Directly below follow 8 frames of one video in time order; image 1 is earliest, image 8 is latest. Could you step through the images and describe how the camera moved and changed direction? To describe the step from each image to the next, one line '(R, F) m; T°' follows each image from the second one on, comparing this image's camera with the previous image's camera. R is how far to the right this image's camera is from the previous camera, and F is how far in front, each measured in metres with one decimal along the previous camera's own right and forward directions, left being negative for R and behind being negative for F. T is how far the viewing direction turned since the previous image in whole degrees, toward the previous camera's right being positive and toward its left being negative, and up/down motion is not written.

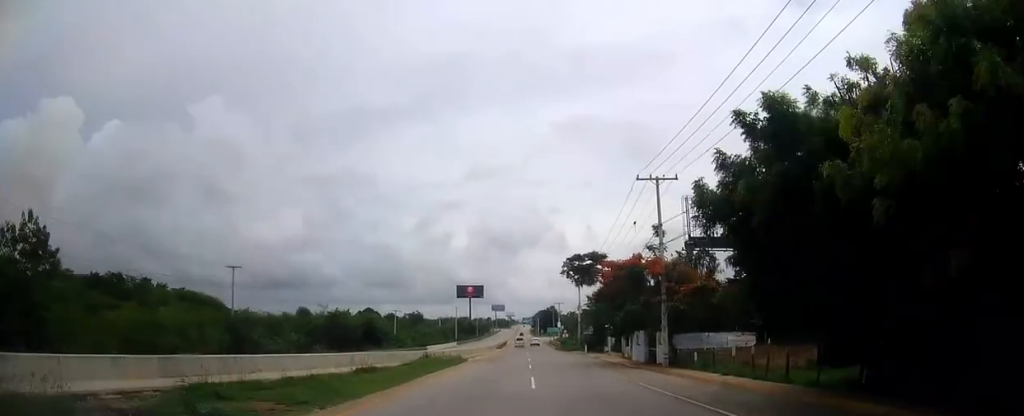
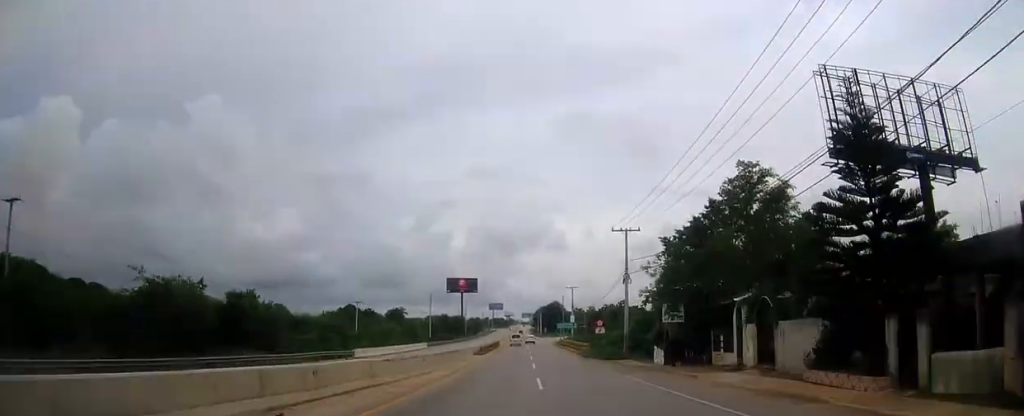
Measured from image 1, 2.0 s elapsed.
(-0.1, +42.1) m; 0°
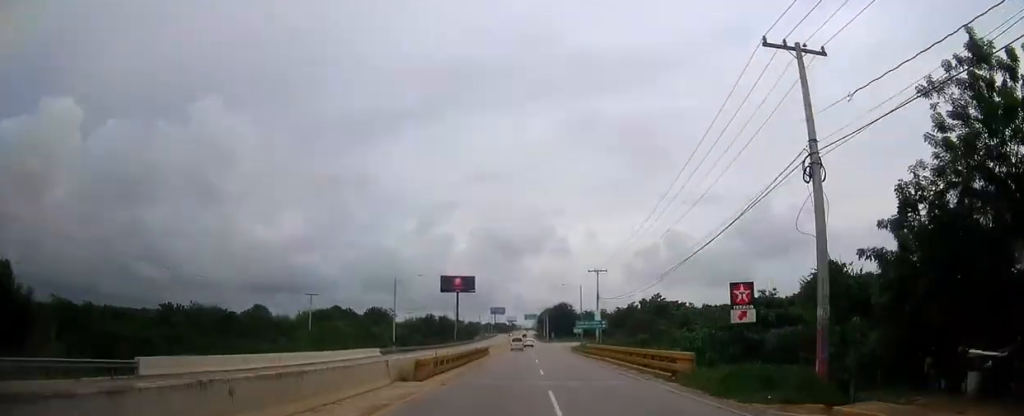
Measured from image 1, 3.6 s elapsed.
(0.0, +33.4) m; 0°
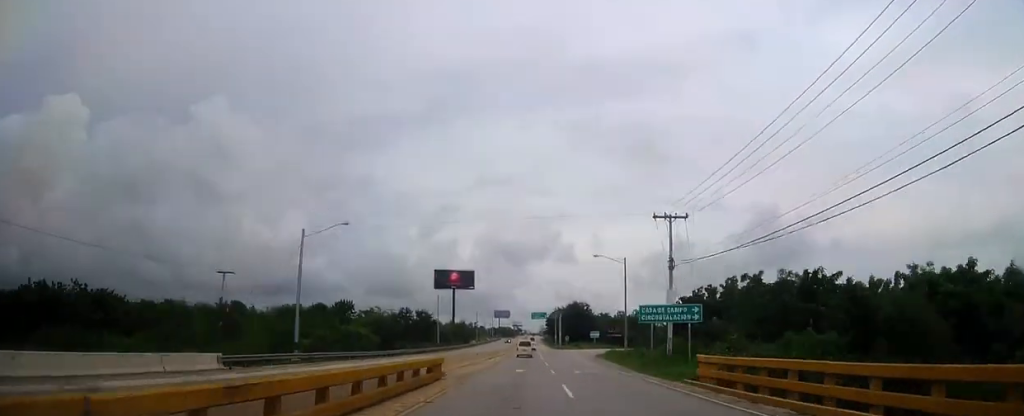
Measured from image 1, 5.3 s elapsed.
(-0.1, +35.3) m; 0°
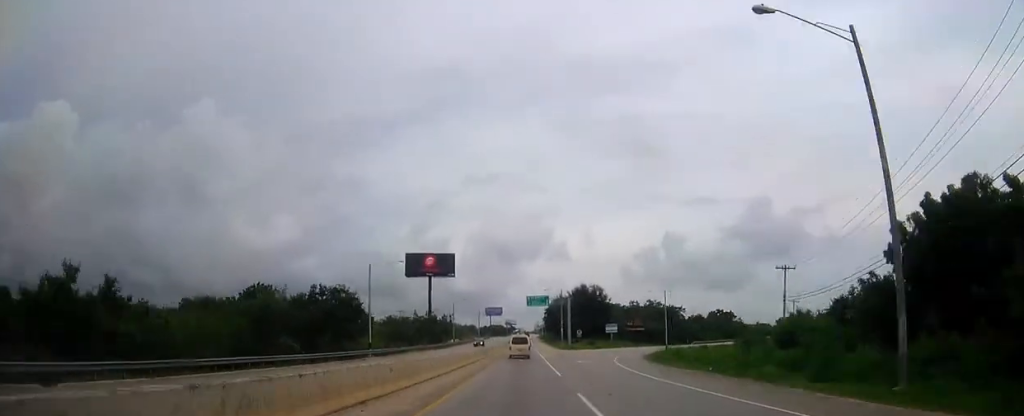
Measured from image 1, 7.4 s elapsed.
(0.0, +41.9) m; 0°
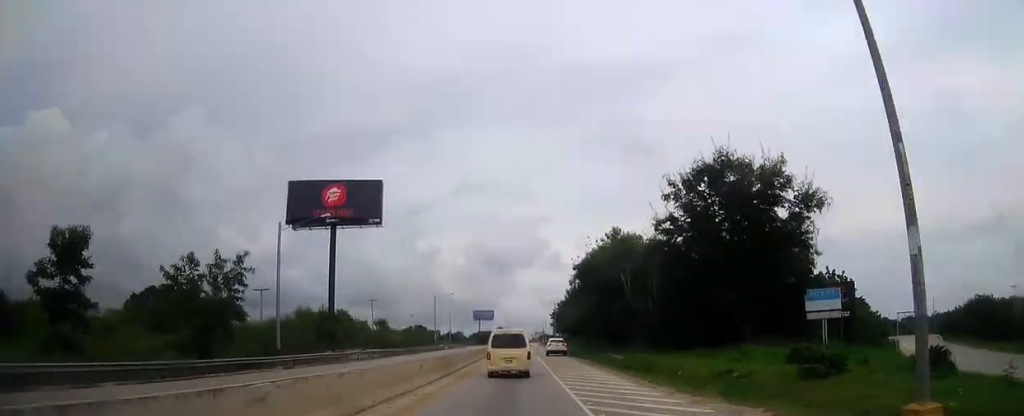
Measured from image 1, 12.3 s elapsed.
(+0.2, +89.9) m; 0°
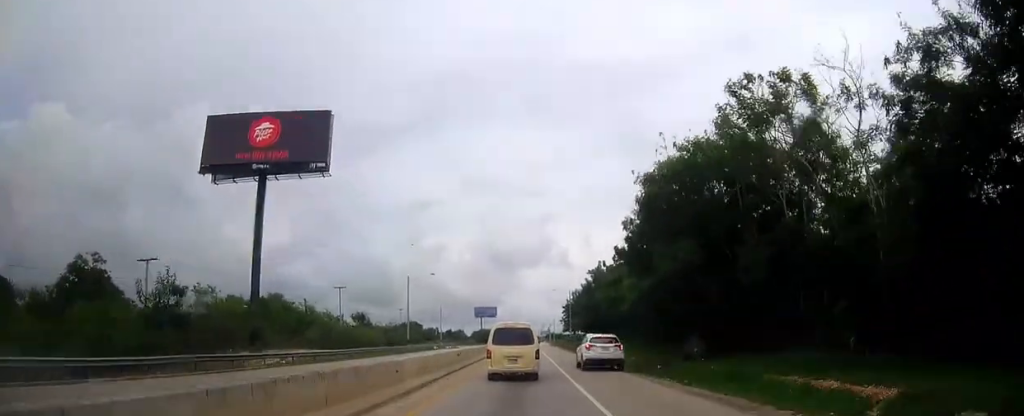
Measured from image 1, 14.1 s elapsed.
(0.0, +29.4) m; 0°
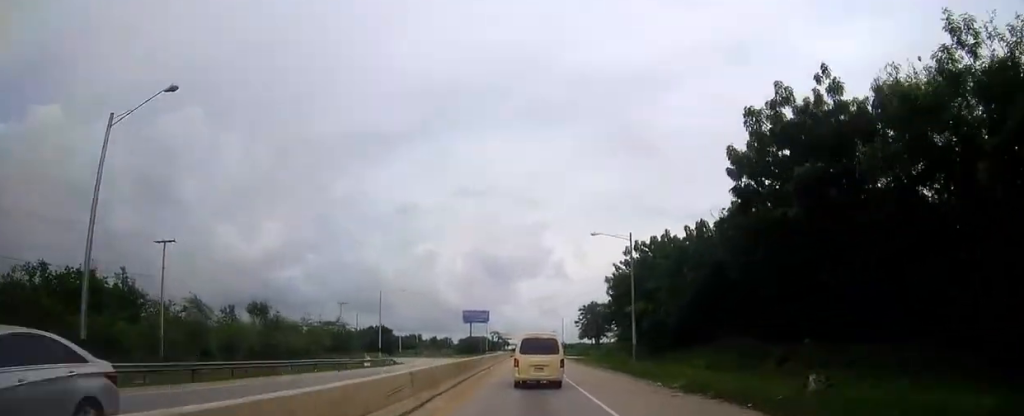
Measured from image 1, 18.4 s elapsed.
(-0.2, +64.4) m; 0°
